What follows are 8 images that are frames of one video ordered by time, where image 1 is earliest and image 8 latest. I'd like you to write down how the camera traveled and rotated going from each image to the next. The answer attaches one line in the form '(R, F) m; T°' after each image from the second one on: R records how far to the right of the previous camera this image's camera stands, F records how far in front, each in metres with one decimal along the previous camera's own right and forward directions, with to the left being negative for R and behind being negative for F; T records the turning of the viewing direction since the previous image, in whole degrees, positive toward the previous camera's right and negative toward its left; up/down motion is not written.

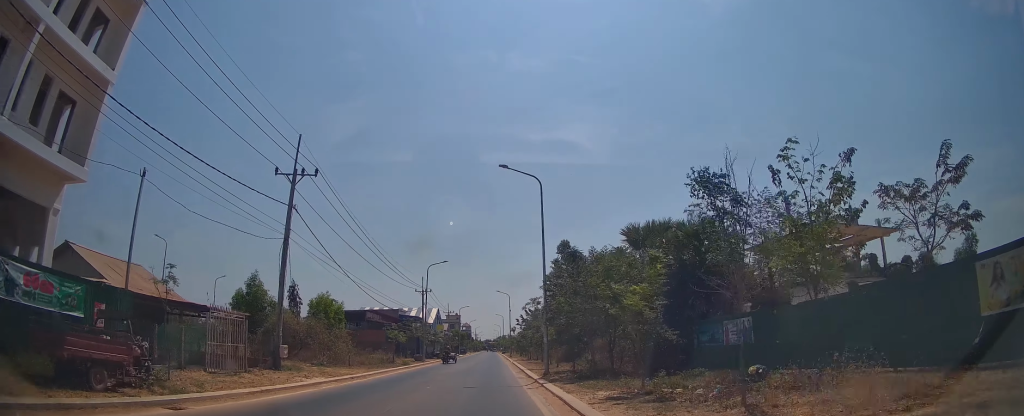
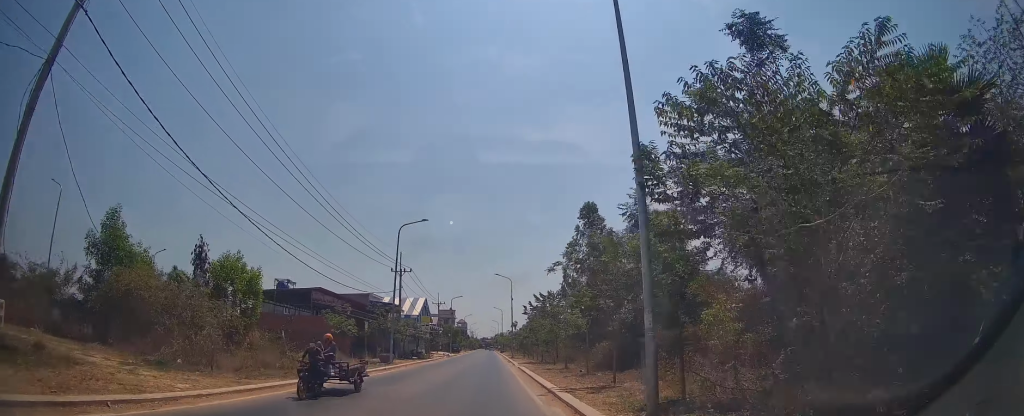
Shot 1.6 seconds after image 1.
(+0.1, +12.4) m; +1°
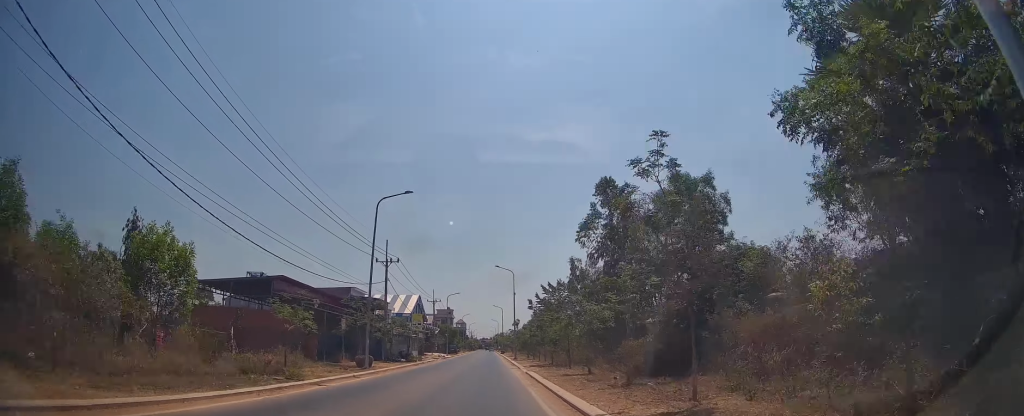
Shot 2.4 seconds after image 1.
(0.0, +6.0) m; 0°
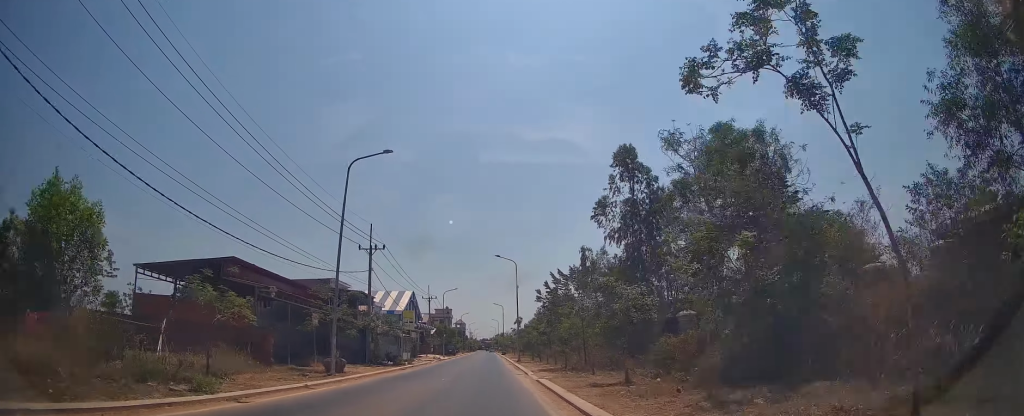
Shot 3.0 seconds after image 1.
(0.0, +5.4) m; 0°
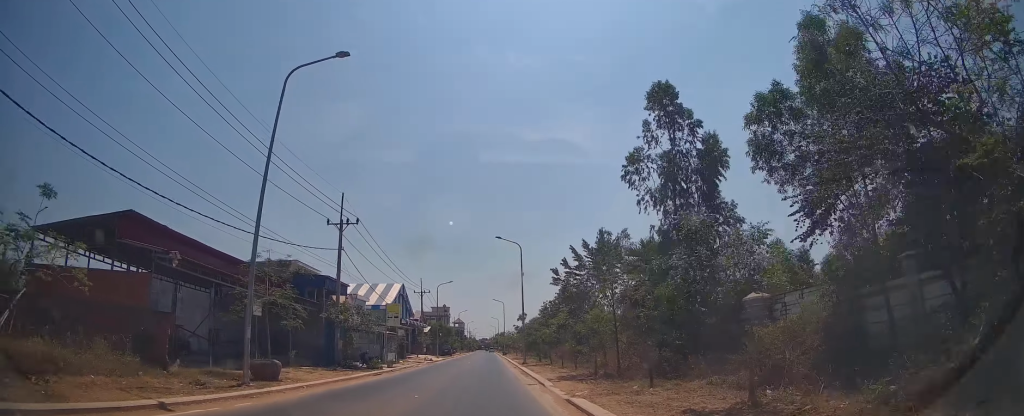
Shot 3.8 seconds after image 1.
(0.0, +7.3) m; 0°
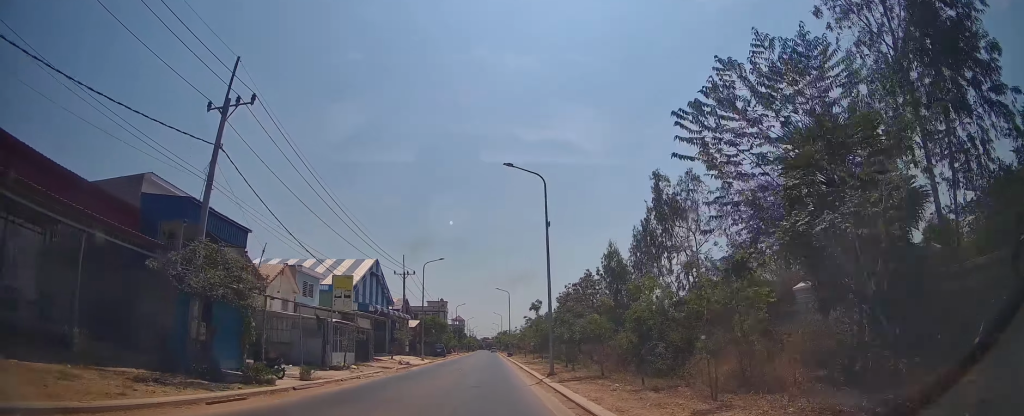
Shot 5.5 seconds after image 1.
(-0.2, +15.9) m; -1°
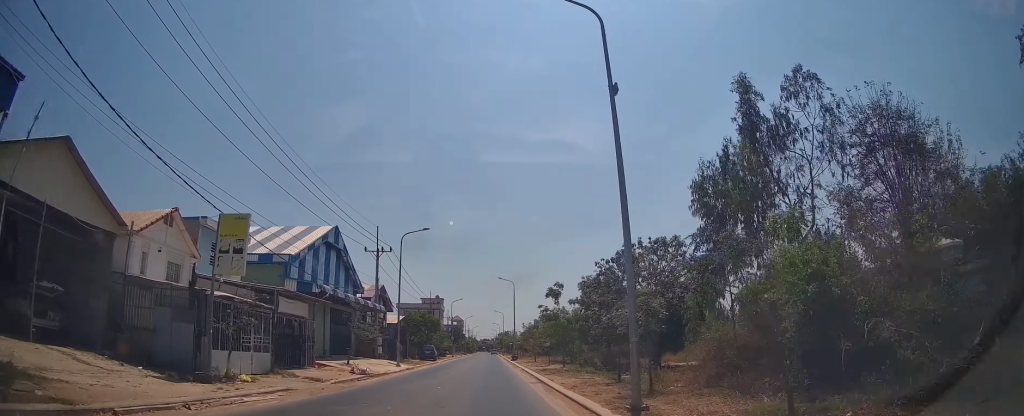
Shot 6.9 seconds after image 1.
(+0.1, +13.9) m; 0°
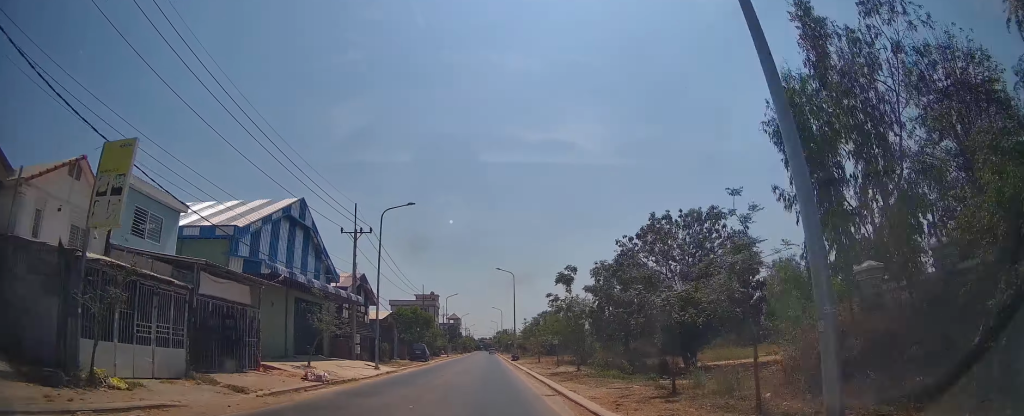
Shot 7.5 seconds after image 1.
(-0.1, +6.7) m; 0°
